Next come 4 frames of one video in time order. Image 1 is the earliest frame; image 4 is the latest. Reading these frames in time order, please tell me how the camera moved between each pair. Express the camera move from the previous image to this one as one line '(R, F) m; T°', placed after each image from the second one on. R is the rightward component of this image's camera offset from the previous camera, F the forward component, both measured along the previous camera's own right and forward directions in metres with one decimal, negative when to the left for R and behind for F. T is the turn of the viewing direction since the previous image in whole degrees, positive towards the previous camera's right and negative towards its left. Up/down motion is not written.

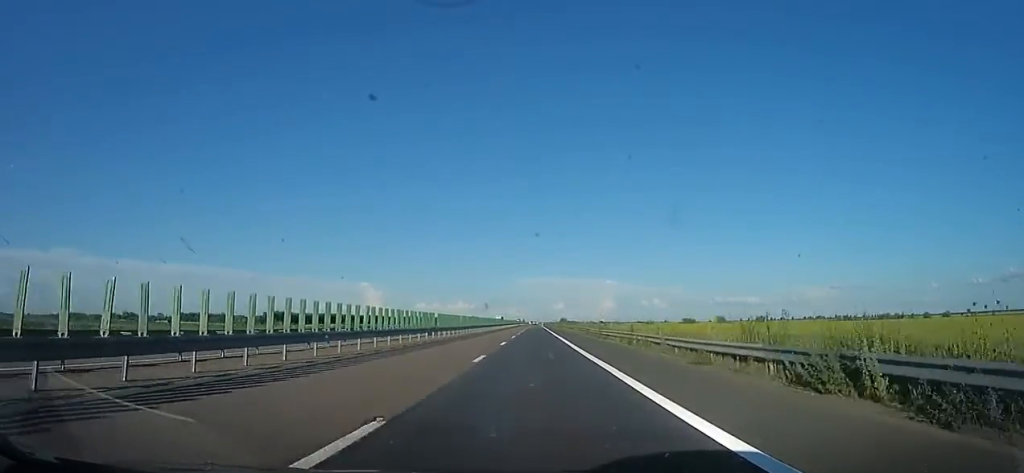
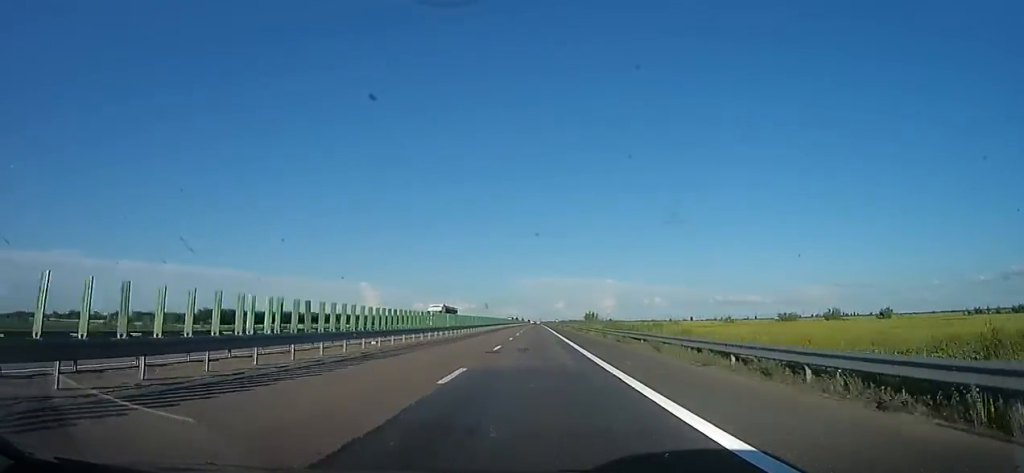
(-0.2, +77.0) m; +2°
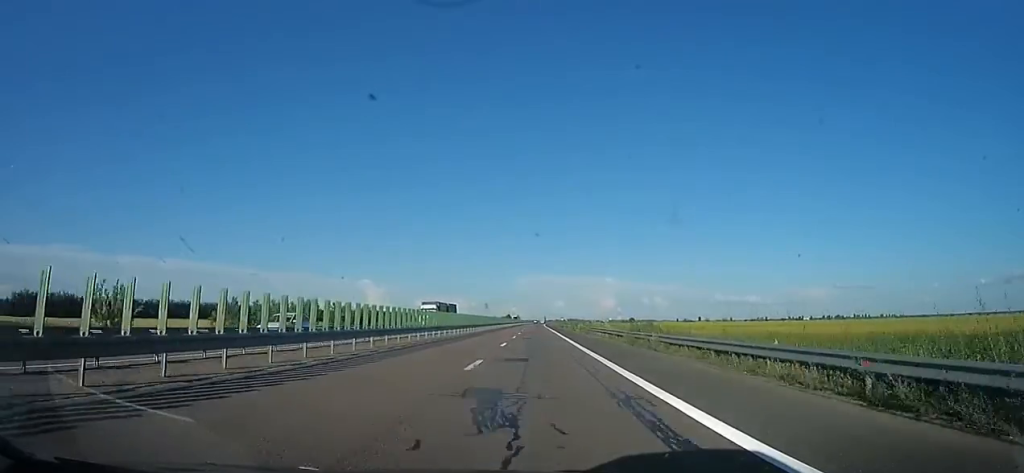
(0.0, +129.4) m; 0°
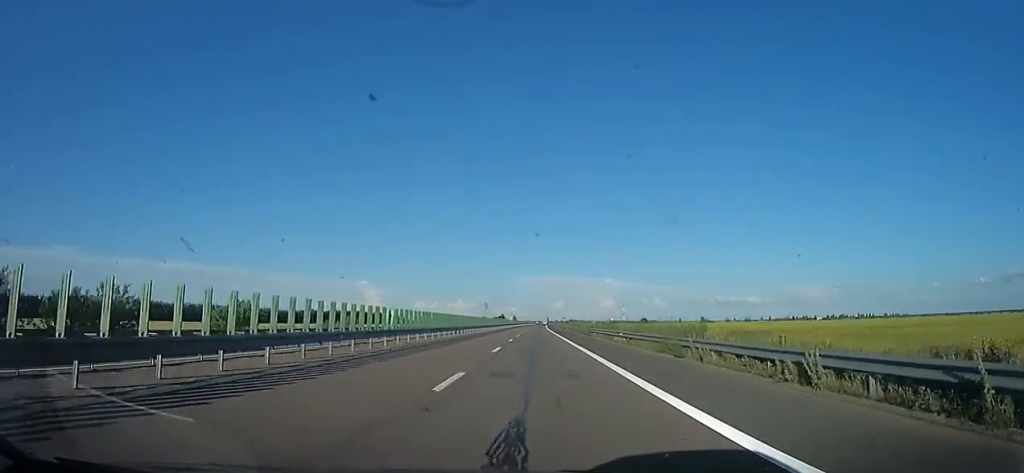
(0.0, +51.8) m; 0°
